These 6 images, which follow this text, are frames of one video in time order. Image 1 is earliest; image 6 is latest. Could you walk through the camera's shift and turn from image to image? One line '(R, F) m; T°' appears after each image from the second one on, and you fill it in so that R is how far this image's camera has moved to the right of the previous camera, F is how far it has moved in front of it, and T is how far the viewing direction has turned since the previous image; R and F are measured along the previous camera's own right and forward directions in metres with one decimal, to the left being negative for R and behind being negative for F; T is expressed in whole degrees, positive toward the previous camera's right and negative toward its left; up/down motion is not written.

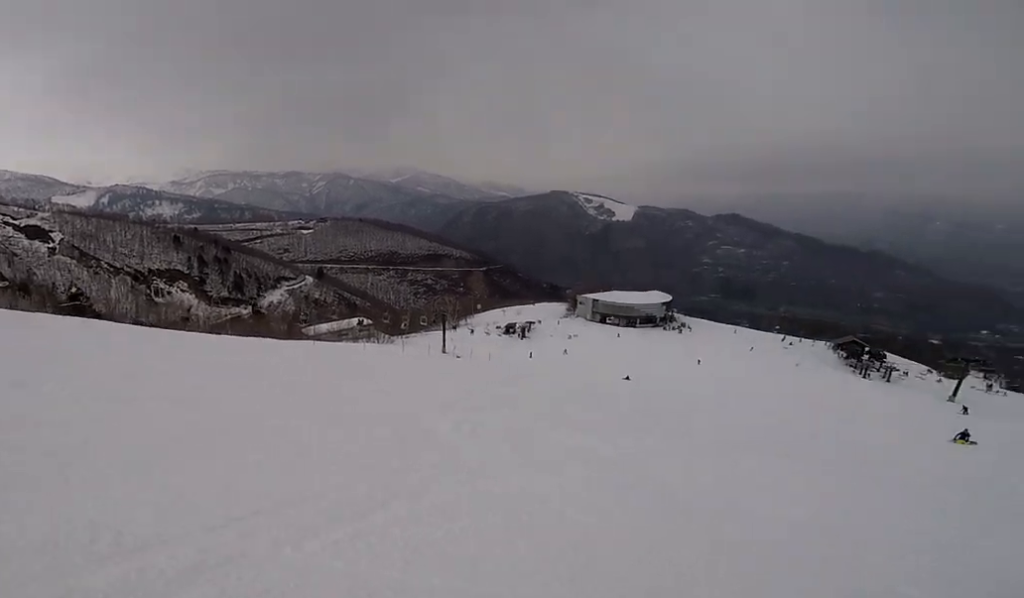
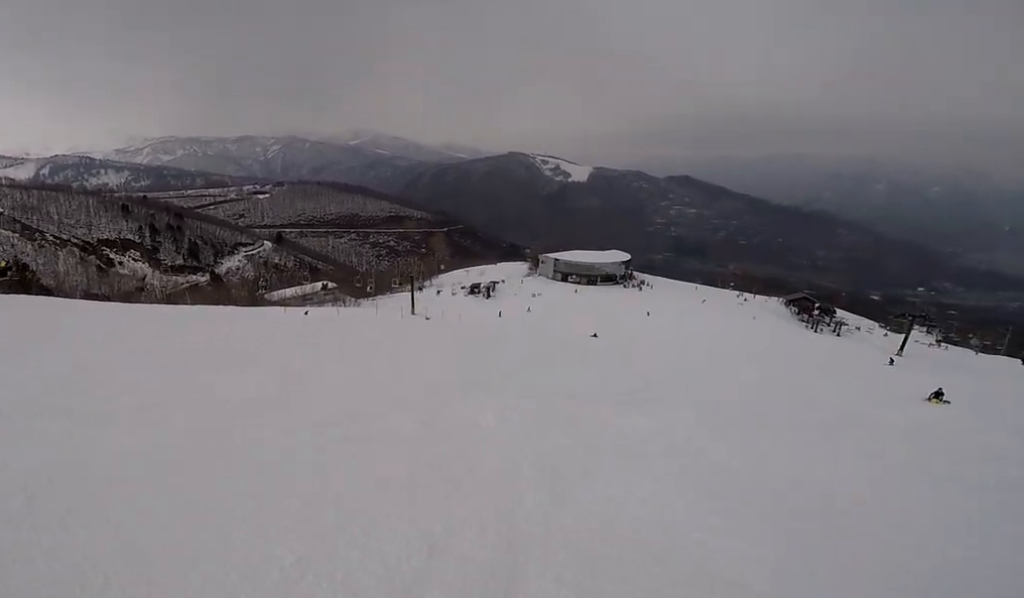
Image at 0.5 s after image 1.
(-0.1, +2.1) m; -6°
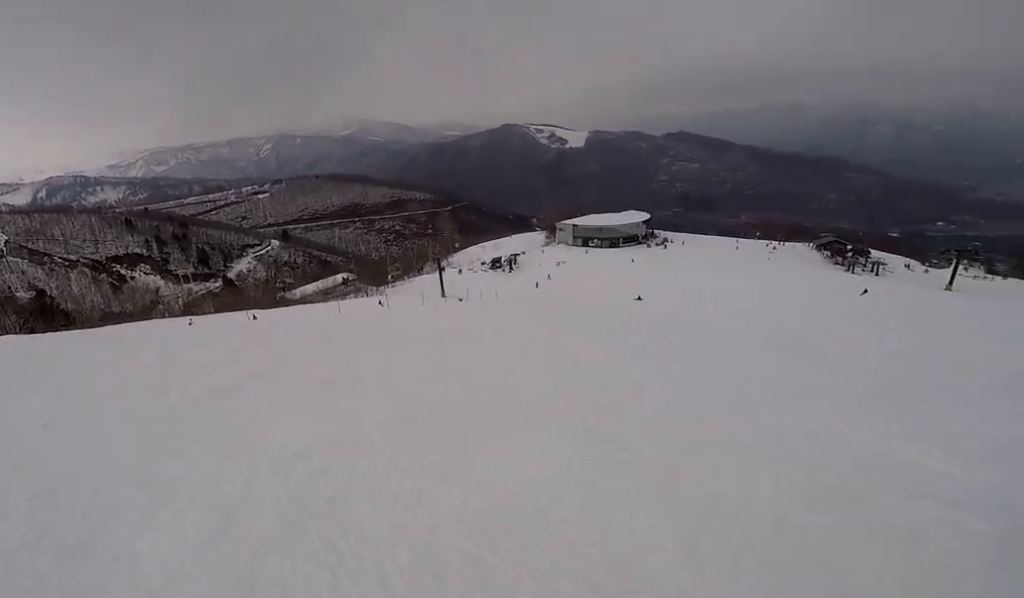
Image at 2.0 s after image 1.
(-0.7, +6.0) m; +4°
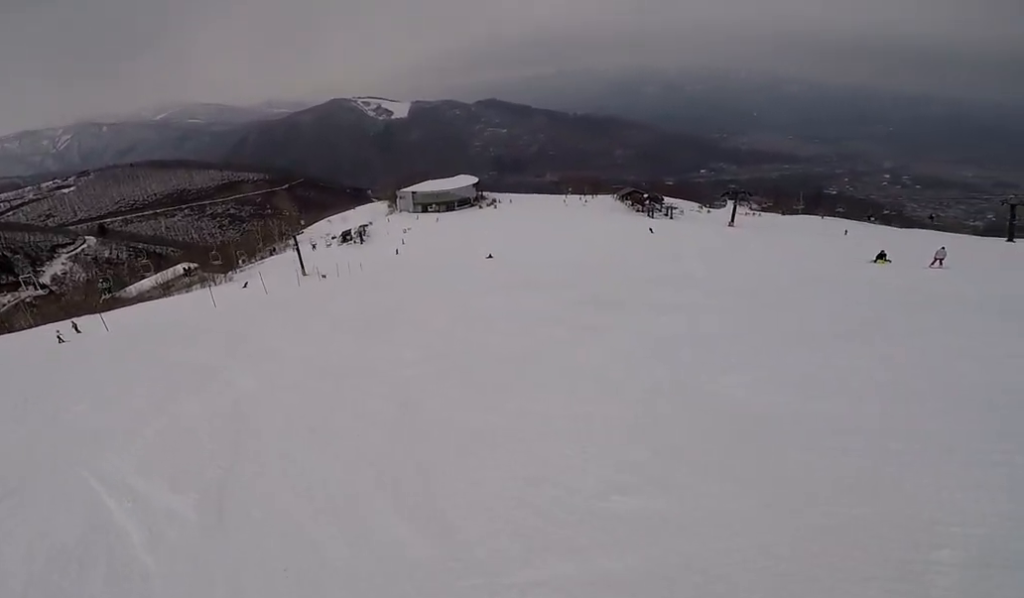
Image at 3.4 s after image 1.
(+1.4, +4.2) m; +42°
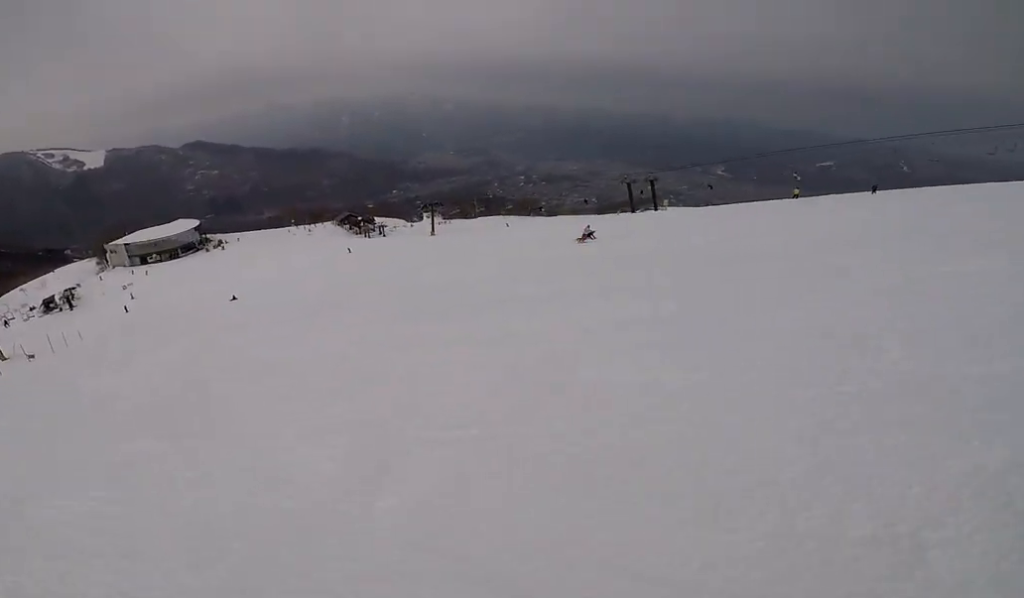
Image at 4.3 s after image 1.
(+0.6, +3.8) m; +40°
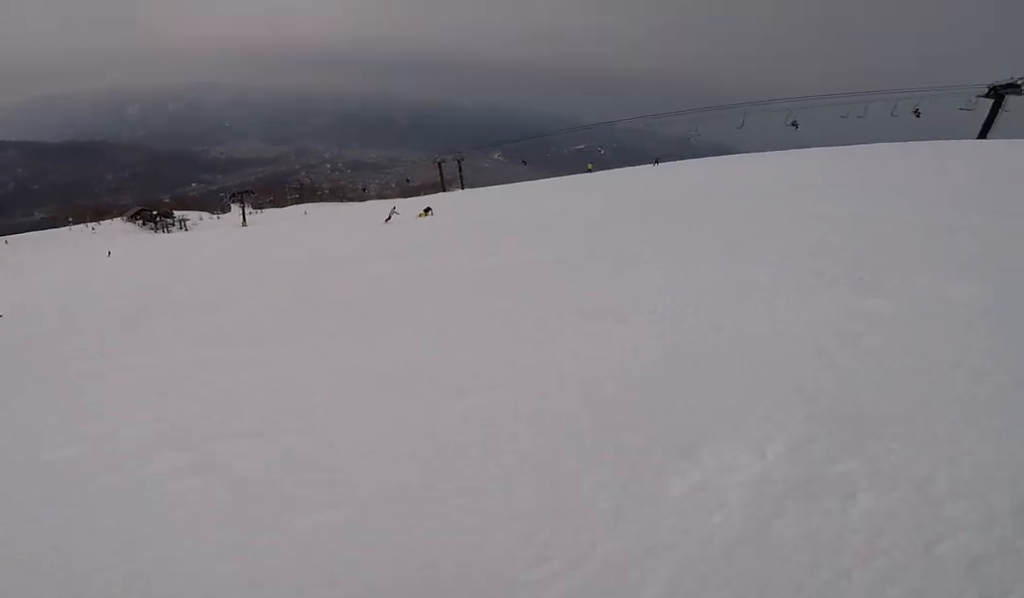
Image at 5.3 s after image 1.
(+2.1, +3.5) m; +32°
